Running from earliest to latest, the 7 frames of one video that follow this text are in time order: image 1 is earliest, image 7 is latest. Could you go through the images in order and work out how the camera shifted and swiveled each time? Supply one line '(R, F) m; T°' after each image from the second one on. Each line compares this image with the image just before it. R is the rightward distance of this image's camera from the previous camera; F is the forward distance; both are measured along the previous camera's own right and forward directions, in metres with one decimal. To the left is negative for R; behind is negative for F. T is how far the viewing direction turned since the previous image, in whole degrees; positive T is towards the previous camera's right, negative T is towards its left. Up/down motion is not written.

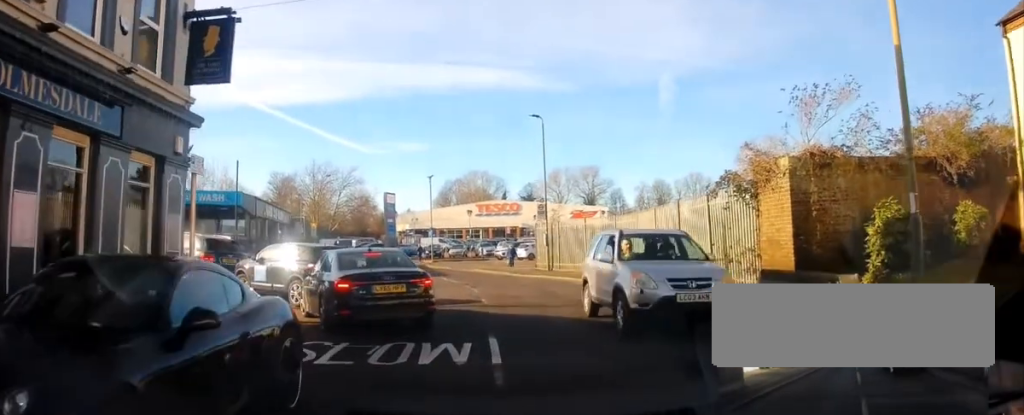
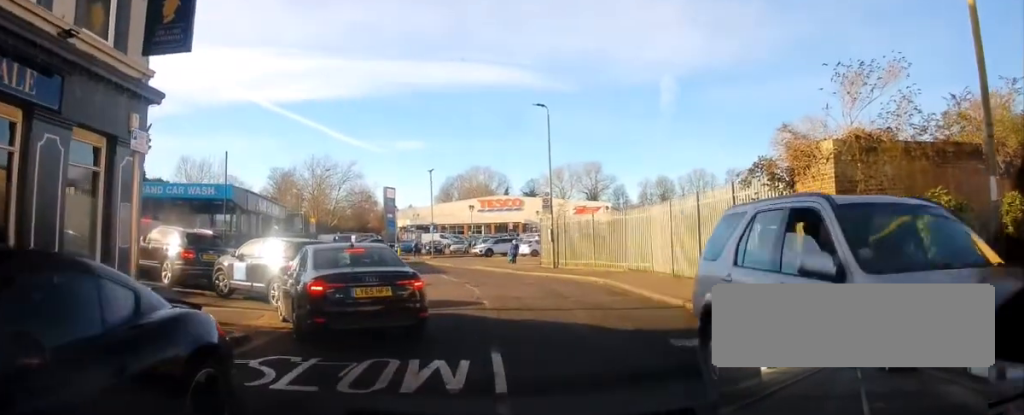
(+0.1, +2.0) m; +4°
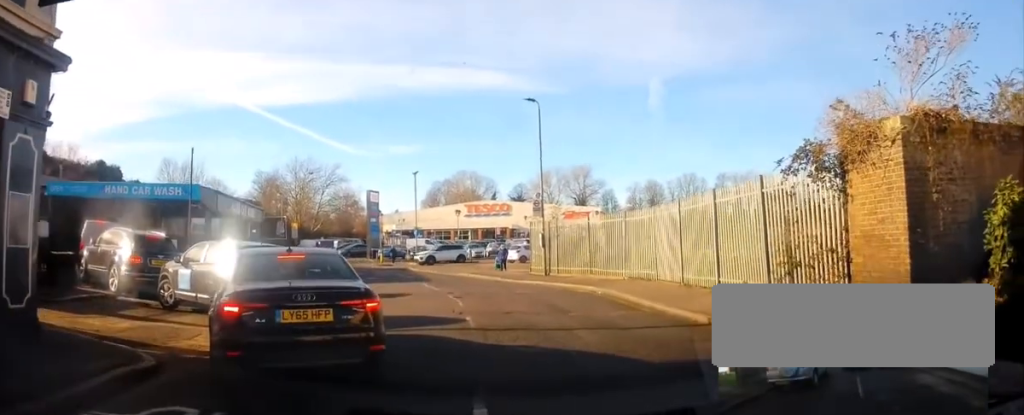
(+0.1, +2.9) m; +5°
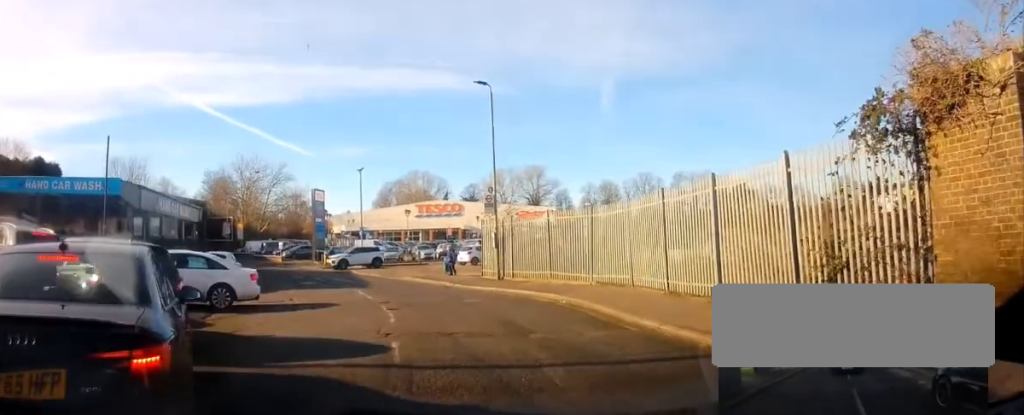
(+0.3, +3.2) m; +5°
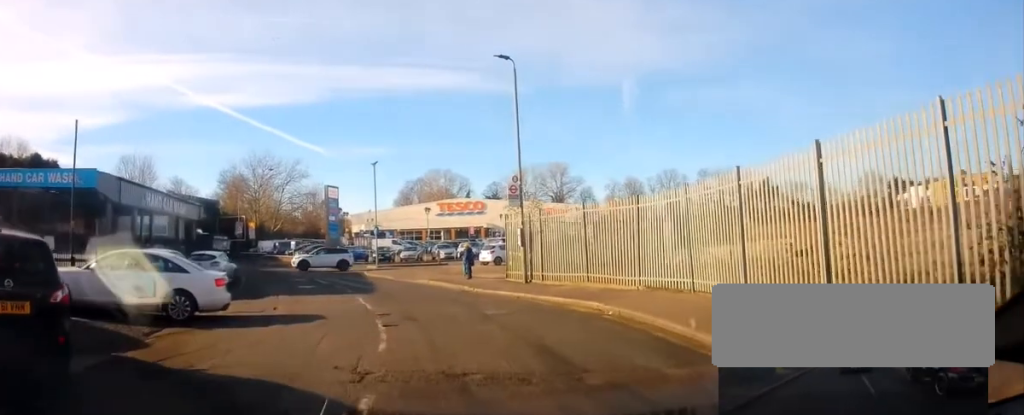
(-0.1, +3.1) m; -10°
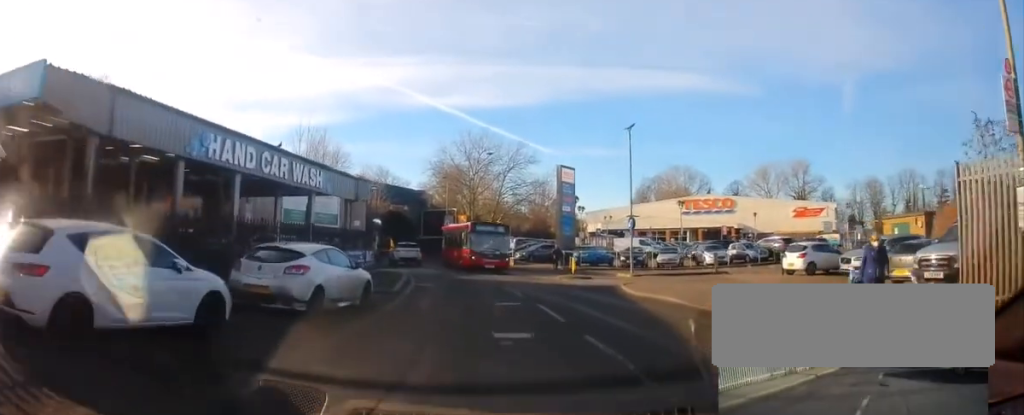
(-3.1, +13.1) m; -19°
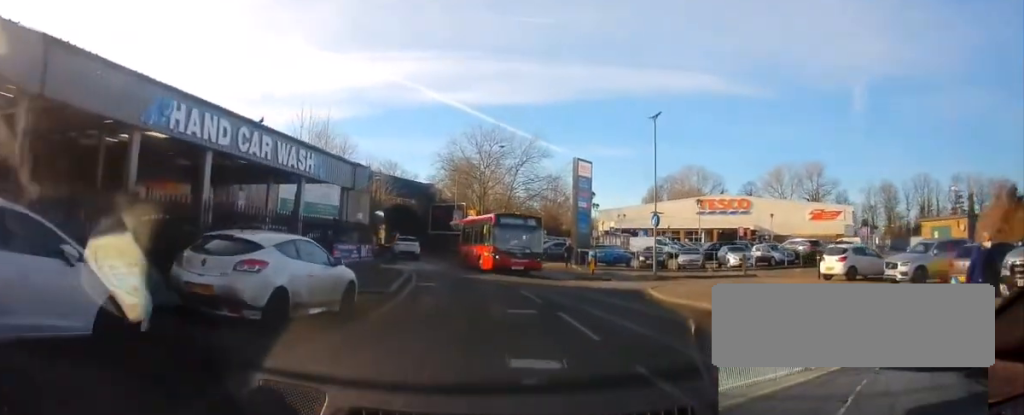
(-0.1, +2.8) m; -2°
